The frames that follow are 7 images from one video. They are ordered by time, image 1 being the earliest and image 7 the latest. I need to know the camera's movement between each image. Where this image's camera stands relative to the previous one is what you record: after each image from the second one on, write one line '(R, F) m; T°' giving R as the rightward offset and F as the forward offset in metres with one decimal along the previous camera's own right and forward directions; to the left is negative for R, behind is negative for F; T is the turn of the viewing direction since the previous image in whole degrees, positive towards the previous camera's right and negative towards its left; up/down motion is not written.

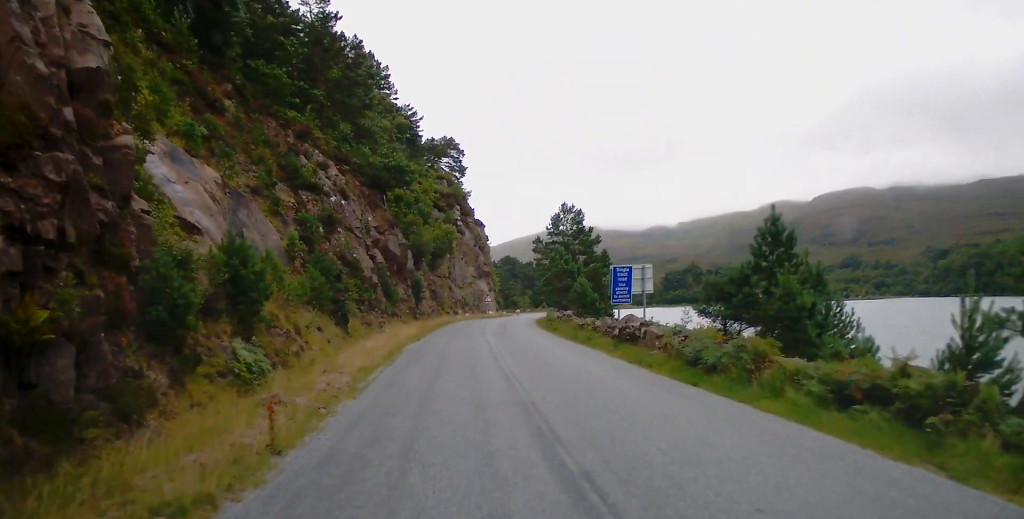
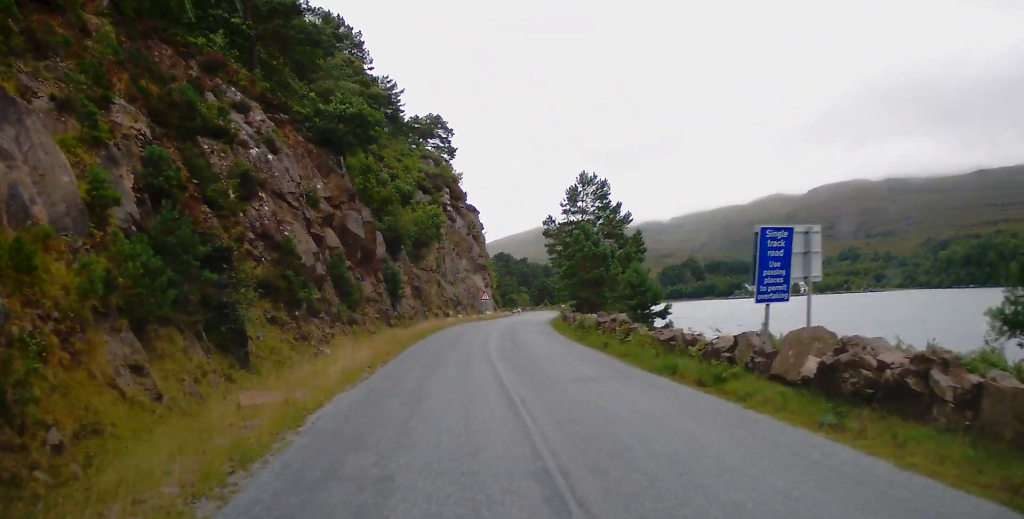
(0.0, +12.7) m; 0°
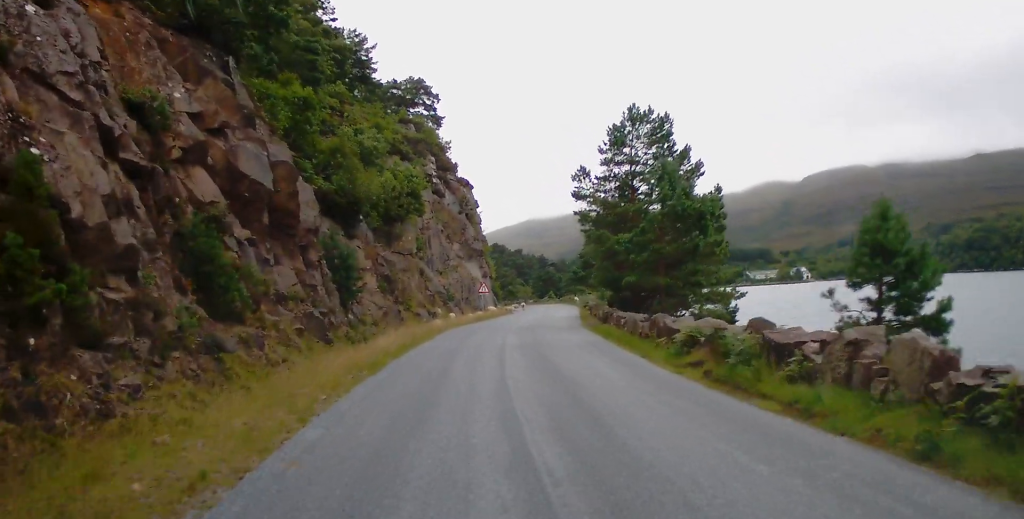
(-0.2, +15.1) m; +1°
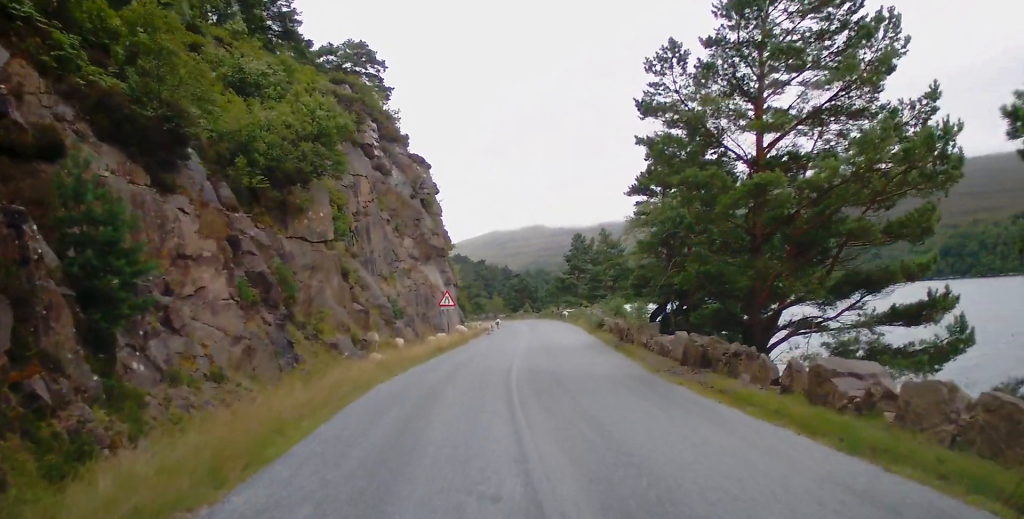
(+0.9, +16.9) m; +4°
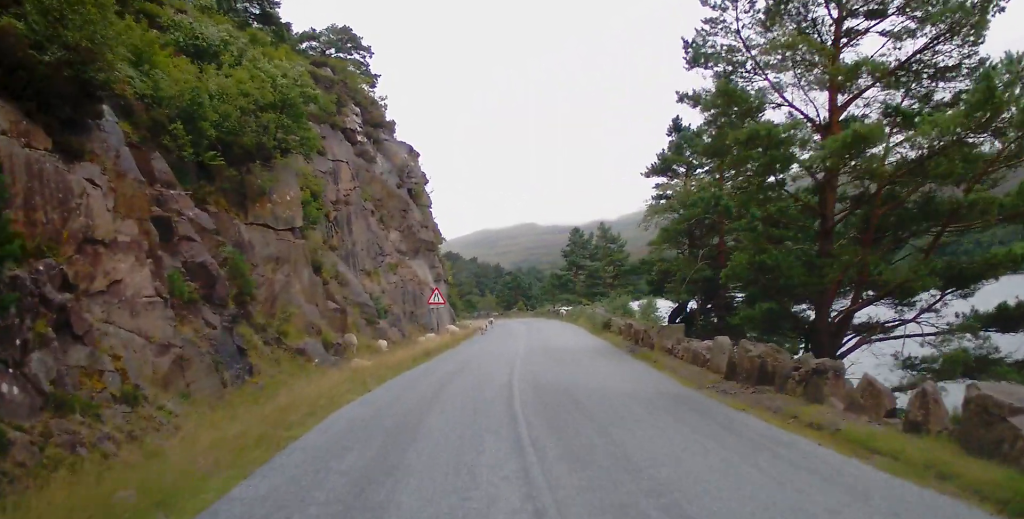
(0.0, +3.4) m; 0°
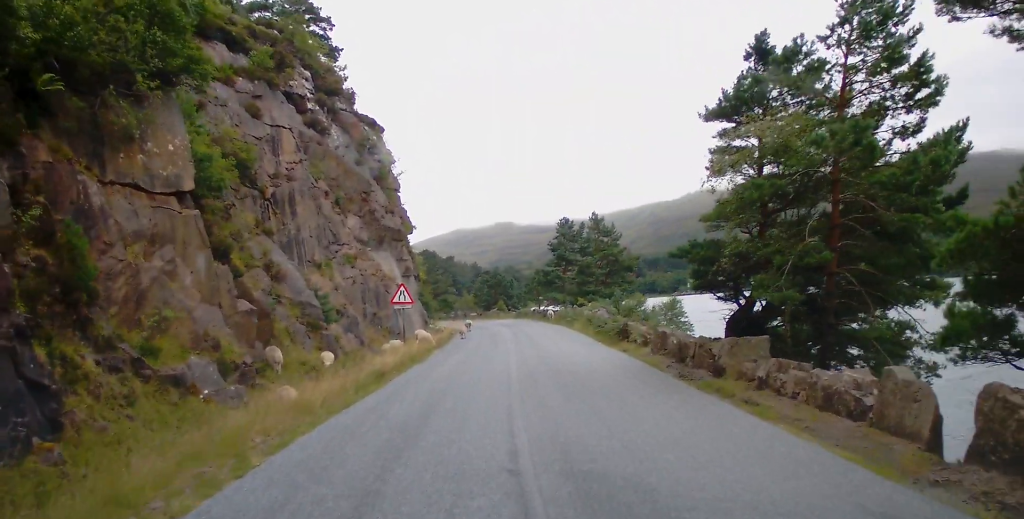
(0.0, +7.1) m; +1°
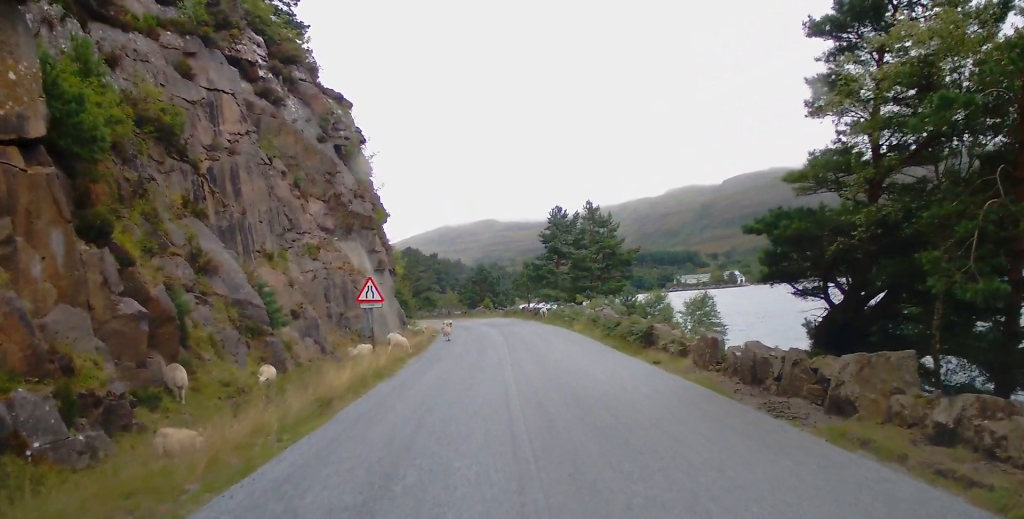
(+0.1, +4.9) m; +1°
